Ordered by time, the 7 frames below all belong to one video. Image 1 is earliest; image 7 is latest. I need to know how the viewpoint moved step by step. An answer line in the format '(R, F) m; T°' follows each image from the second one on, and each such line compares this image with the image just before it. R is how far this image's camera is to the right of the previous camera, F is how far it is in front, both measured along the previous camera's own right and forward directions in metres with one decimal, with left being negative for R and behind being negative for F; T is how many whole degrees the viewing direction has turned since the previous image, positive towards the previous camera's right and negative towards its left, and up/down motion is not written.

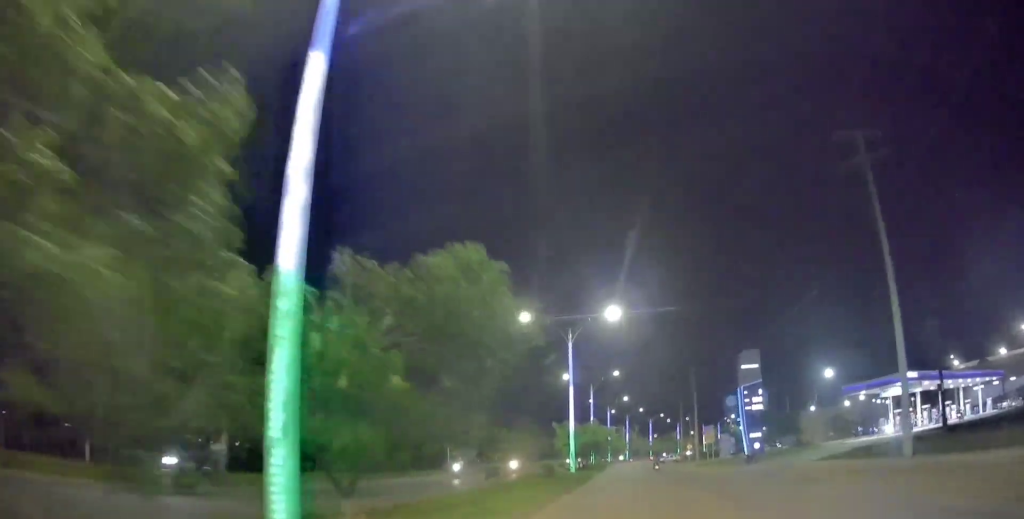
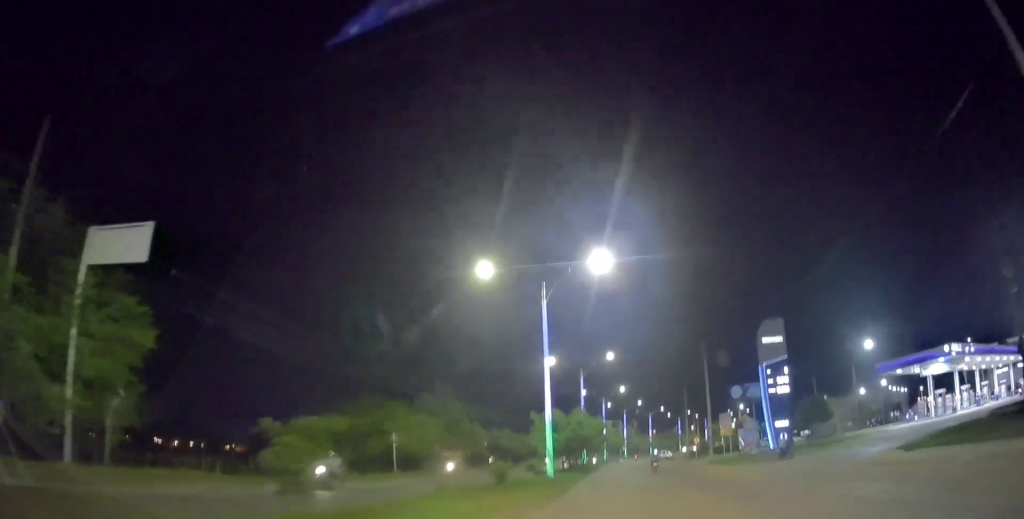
(+0.2, +11.0) m; 0°
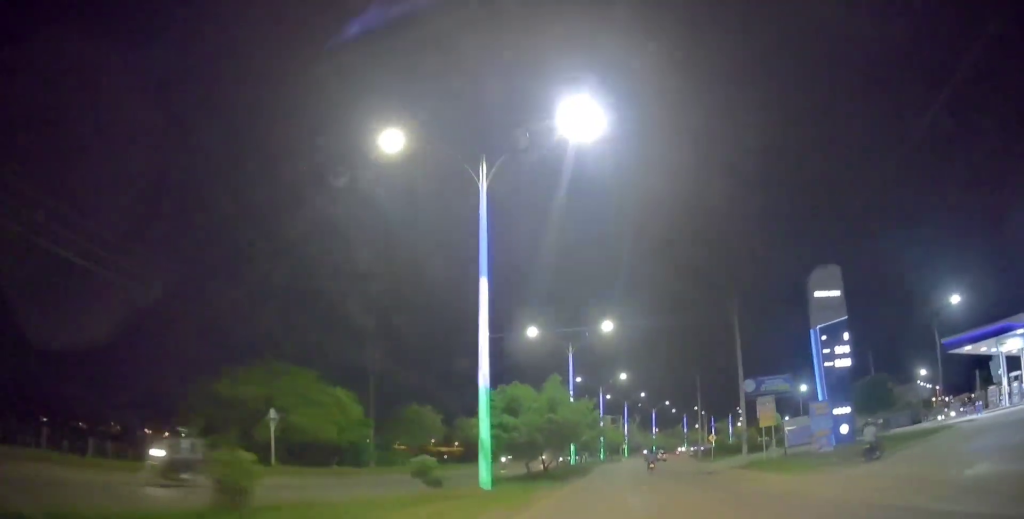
(-0.1, +14.1) m; 0°
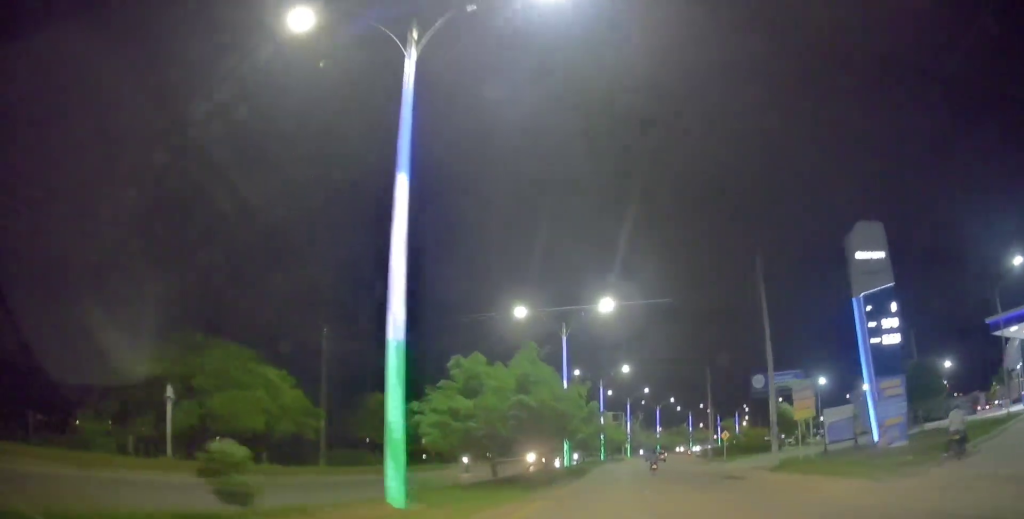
(+0.1, +6.8) m; 0°
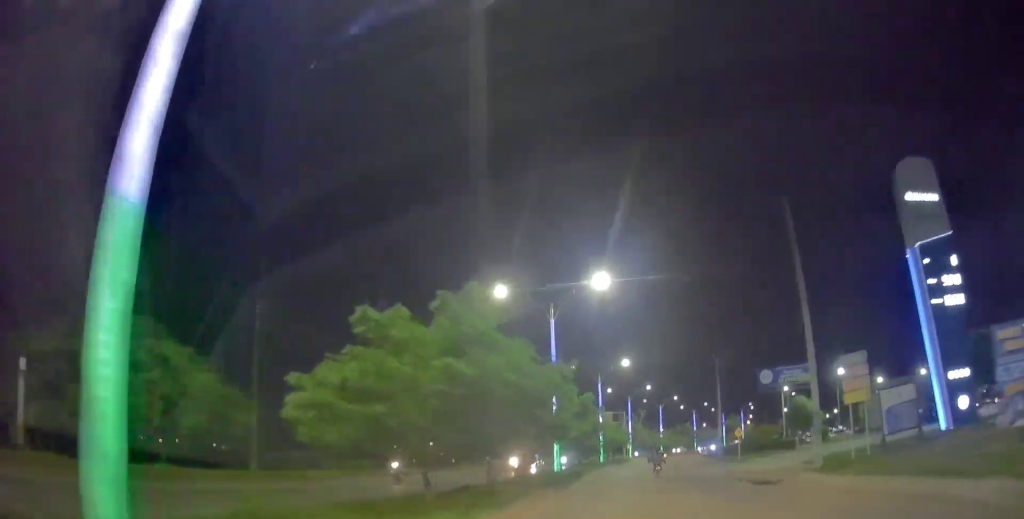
(+0.1, +6.5) m; 0°
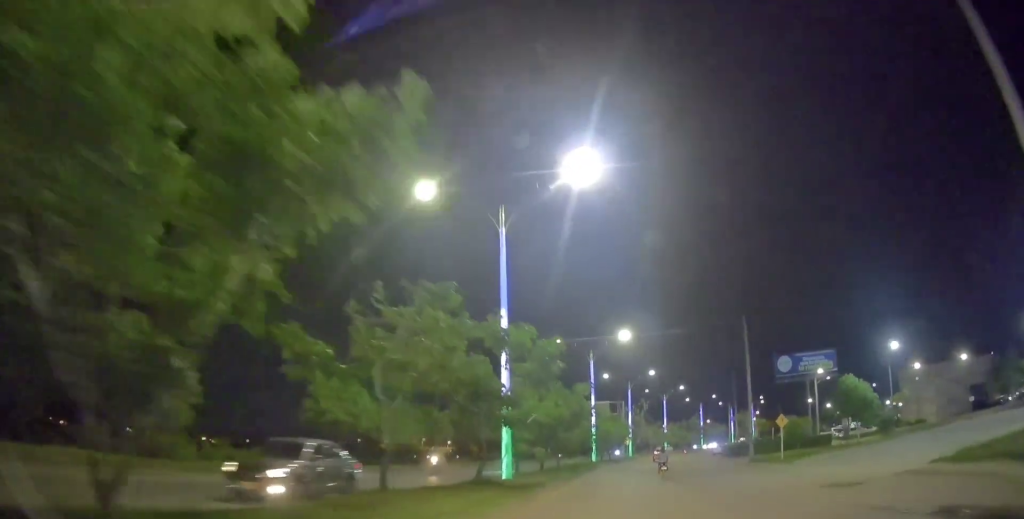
(-0.2, +14.3) m; -2°
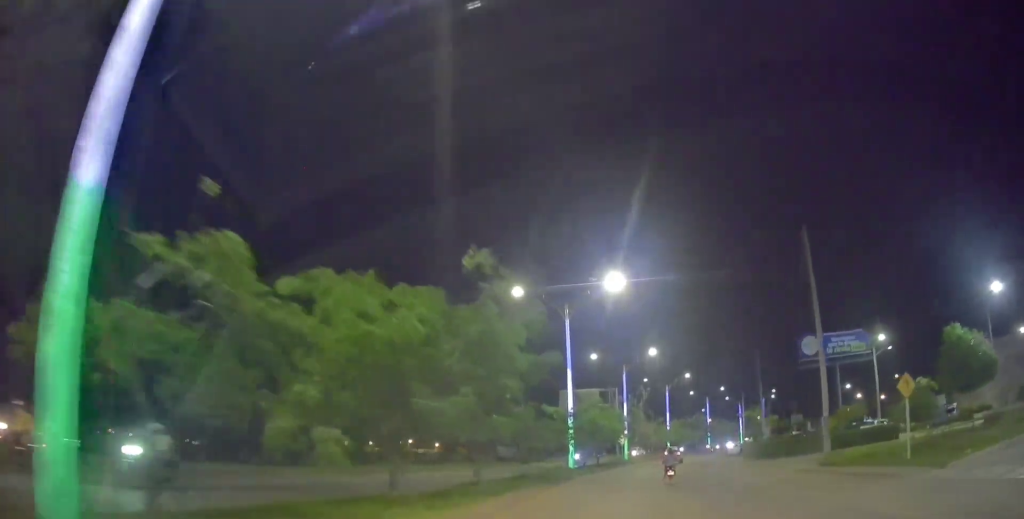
(-0.1, +17.4) m; 0°
